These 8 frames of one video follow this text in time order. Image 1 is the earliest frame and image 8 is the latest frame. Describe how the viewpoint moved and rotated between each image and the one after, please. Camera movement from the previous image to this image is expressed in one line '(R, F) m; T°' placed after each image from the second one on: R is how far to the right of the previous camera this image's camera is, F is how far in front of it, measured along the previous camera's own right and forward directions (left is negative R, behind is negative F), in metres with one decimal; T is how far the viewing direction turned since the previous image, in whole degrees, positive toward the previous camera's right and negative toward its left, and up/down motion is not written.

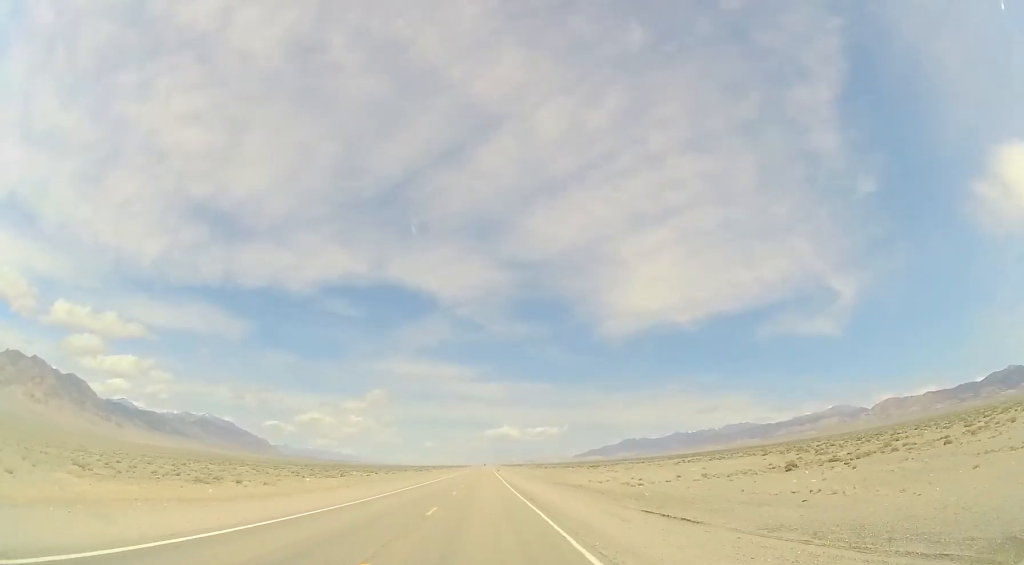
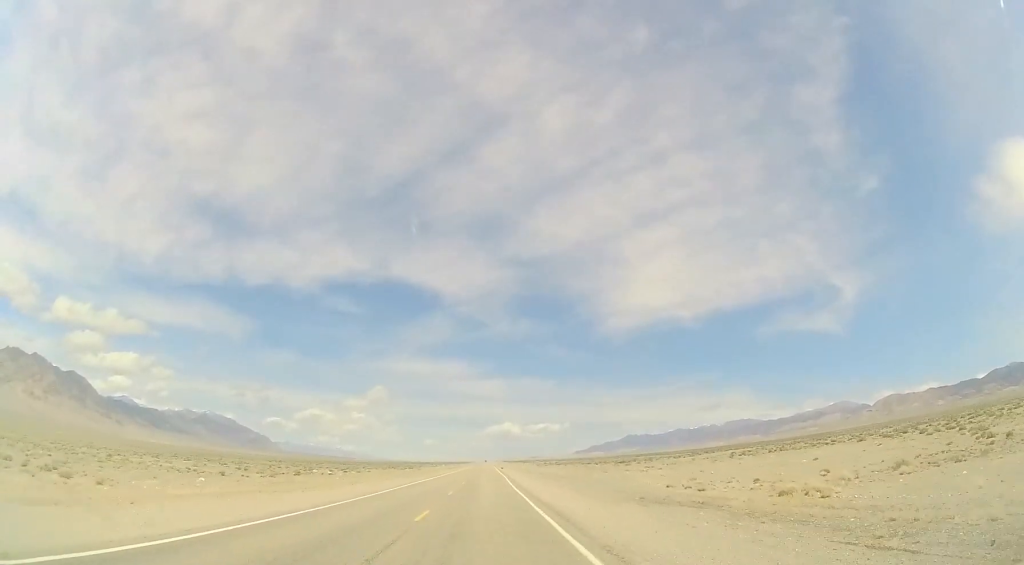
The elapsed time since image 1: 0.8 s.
(-0.1, +27.2) m; 0°
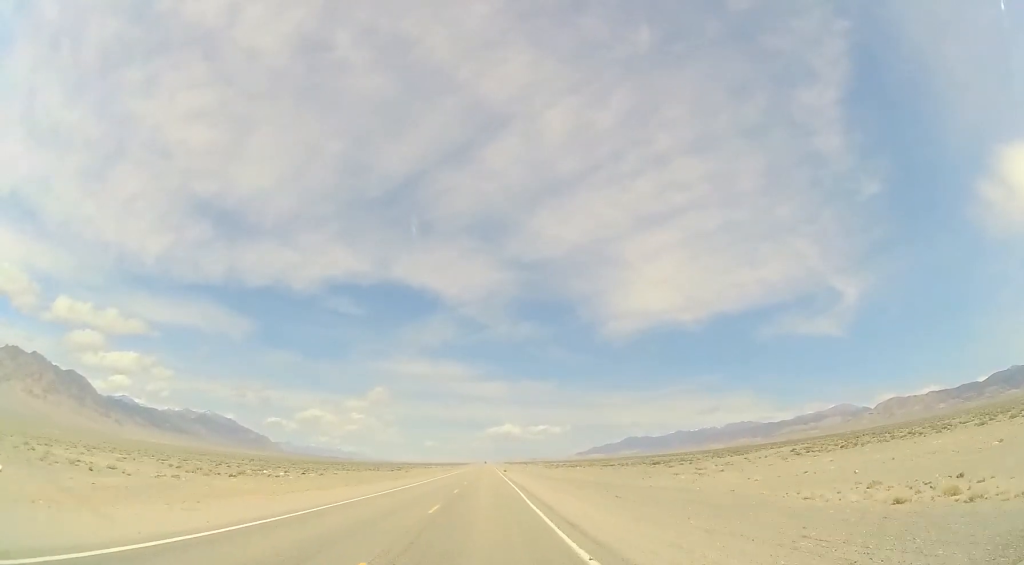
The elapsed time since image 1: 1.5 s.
(-0.1, +21.8) m; 0°
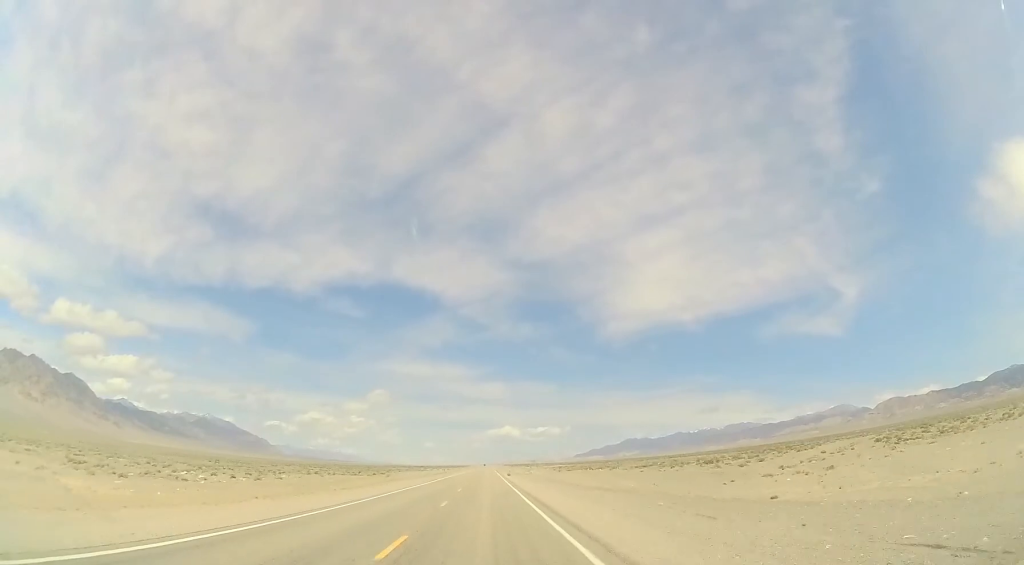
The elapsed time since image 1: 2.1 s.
(+0.2, +20.6) m; 0°
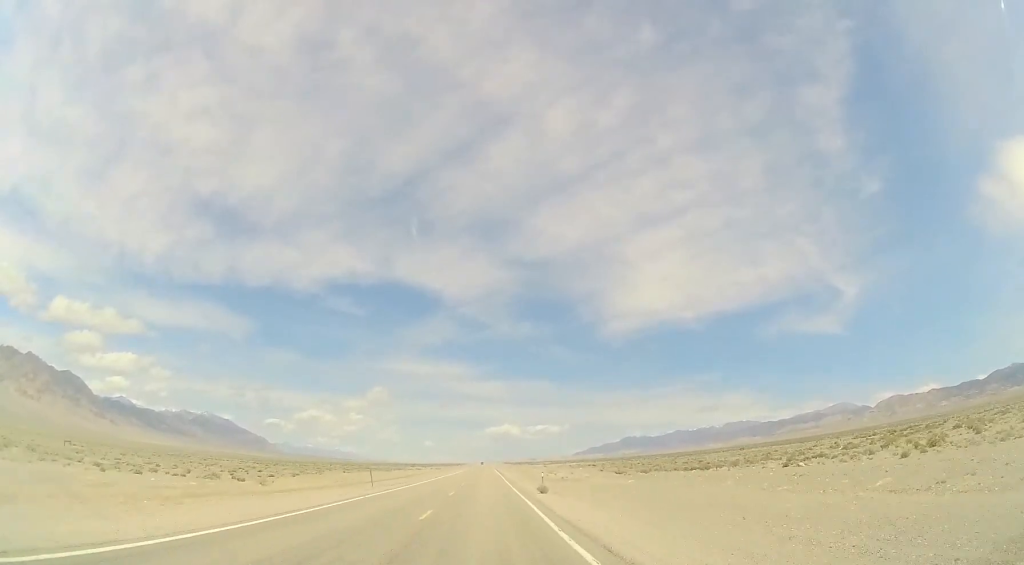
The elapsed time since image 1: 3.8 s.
(-0.2, +55.5) m; -1°
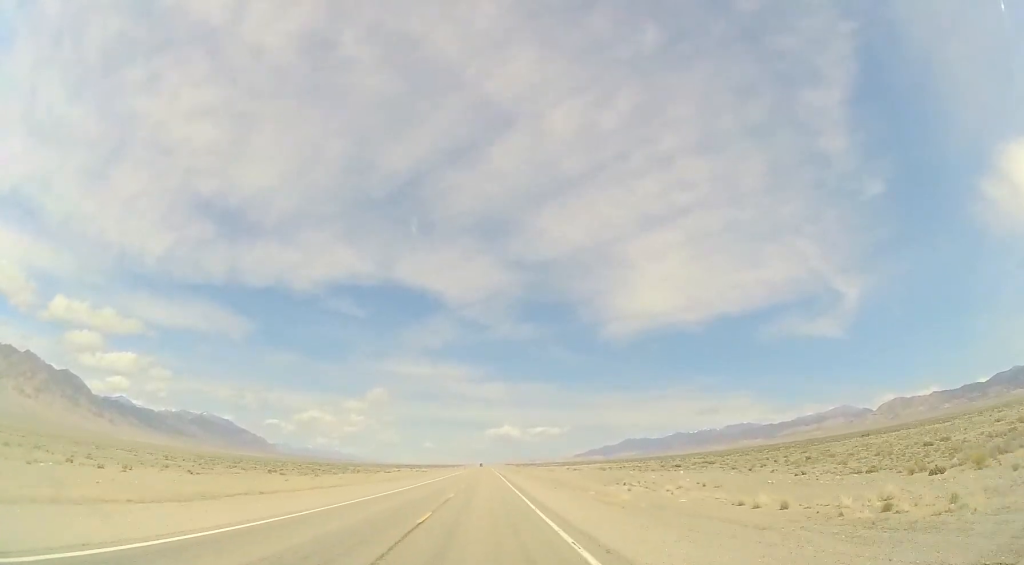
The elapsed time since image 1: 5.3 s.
(+0.4, +49.4) m; +1°
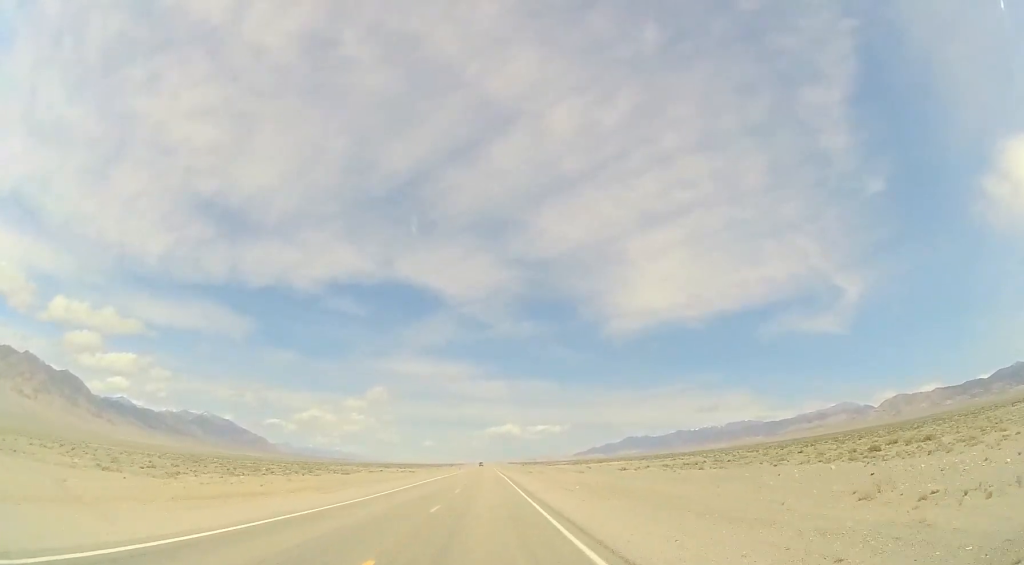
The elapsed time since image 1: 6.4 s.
(+0.2, +34.2) m; 0°
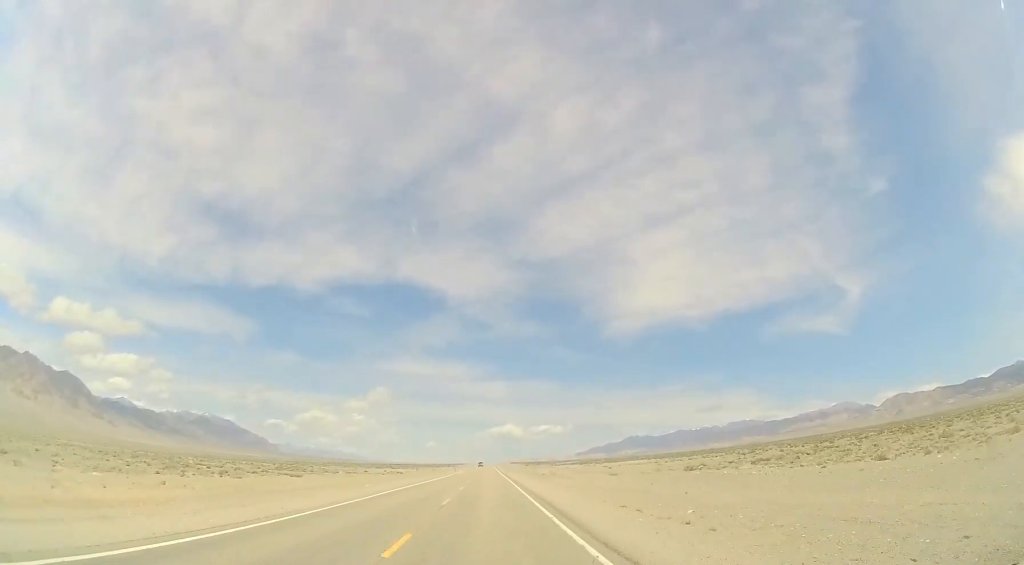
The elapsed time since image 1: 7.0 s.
(0.0, +20.9) m; 0°
